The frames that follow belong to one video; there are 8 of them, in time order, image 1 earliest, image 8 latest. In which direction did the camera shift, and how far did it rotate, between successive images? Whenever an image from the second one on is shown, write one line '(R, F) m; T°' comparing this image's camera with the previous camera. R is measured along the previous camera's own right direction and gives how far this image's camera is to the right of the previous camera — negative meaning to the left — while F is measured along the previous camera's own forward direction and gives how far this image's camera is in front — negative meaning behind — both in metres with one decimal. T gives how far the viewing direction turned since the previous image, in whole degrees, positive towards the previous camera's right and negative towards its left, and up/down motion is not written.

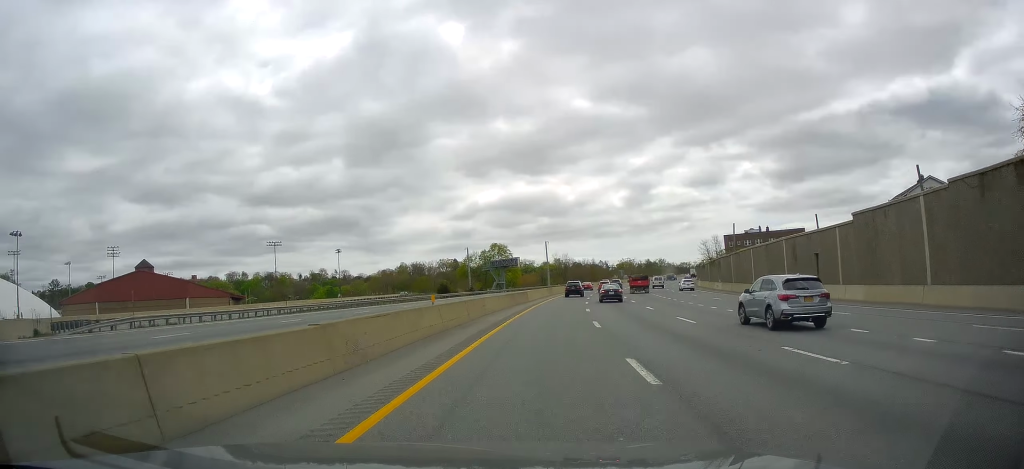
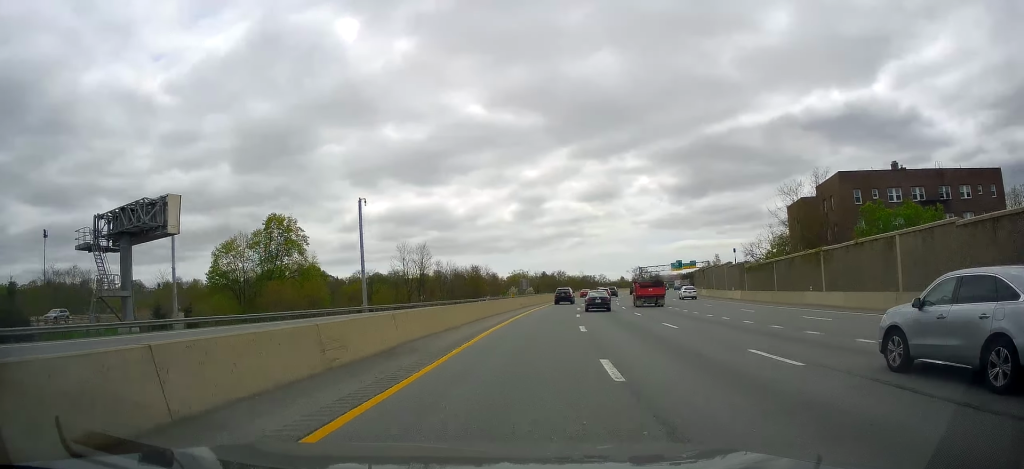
(+10.8, +108.2) m; +13°
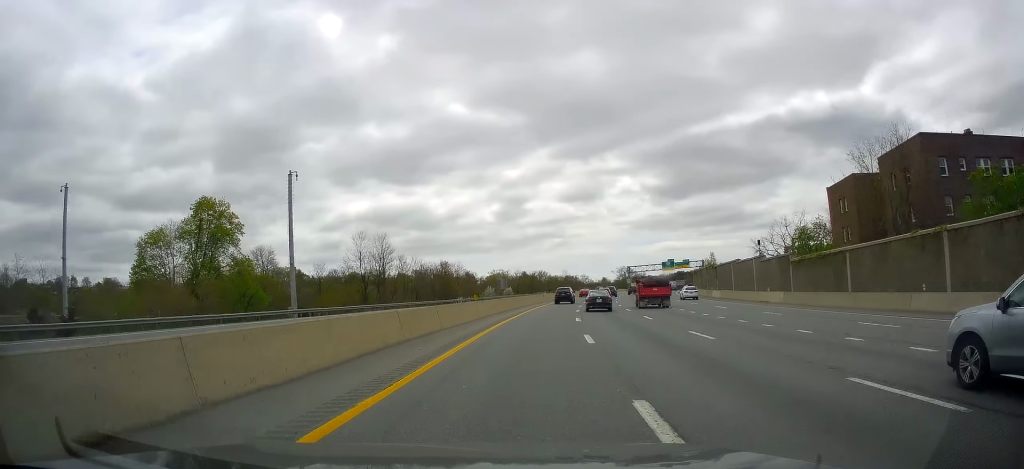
(+0.4, +17.5) m; +1°
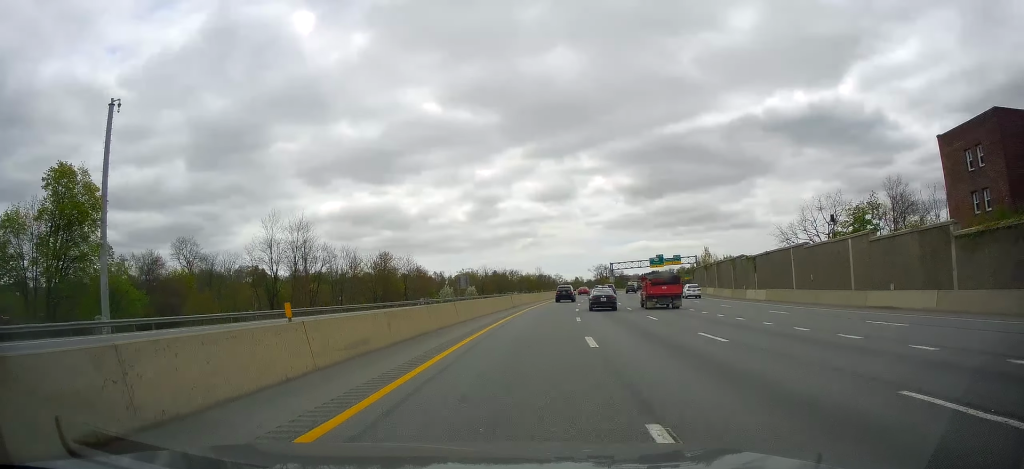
(+0.1, +25.9) m; +2°
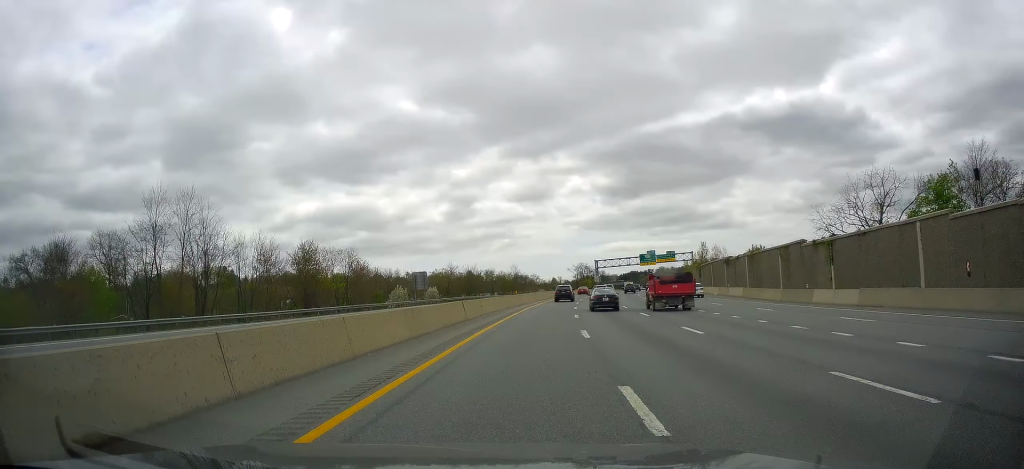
(+0.6, +21.6) m; +3°
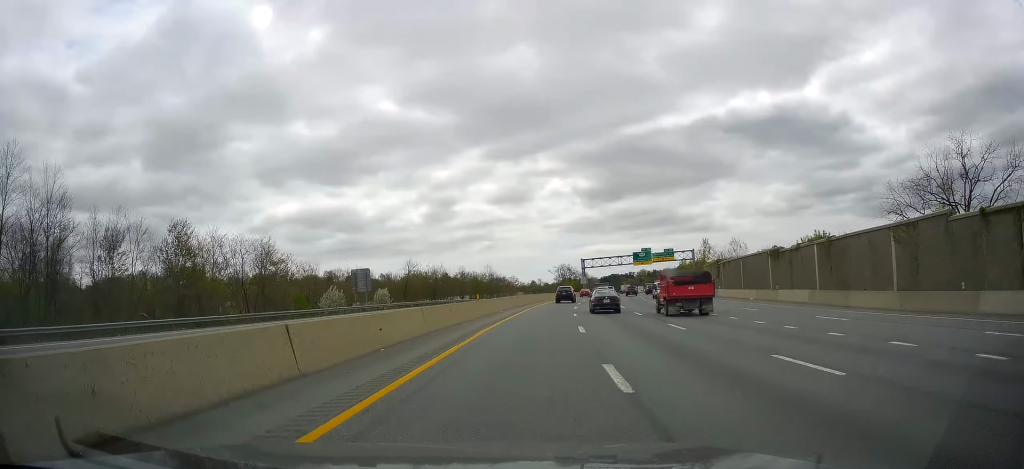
(+0.6, +21.6) m; +3°
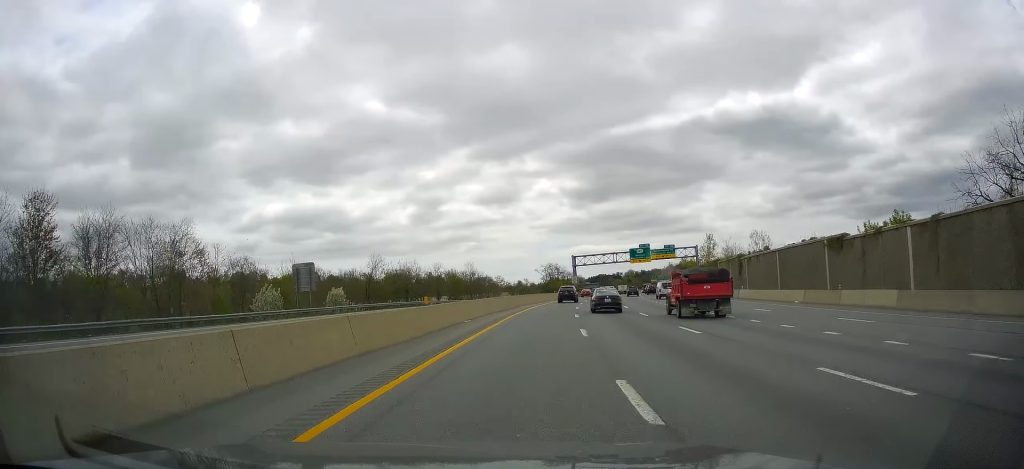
(+0.4, +14.4) m; +1°
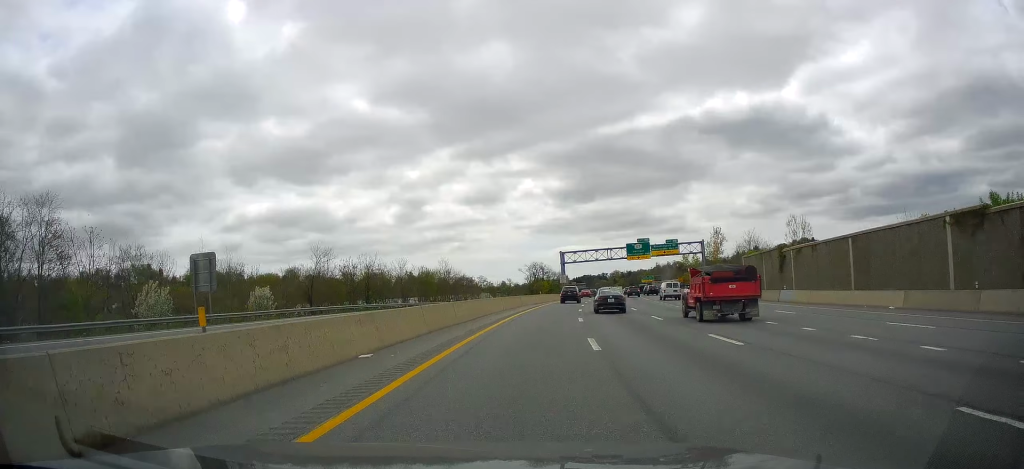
(+0.2, +16.5) m; +1°
